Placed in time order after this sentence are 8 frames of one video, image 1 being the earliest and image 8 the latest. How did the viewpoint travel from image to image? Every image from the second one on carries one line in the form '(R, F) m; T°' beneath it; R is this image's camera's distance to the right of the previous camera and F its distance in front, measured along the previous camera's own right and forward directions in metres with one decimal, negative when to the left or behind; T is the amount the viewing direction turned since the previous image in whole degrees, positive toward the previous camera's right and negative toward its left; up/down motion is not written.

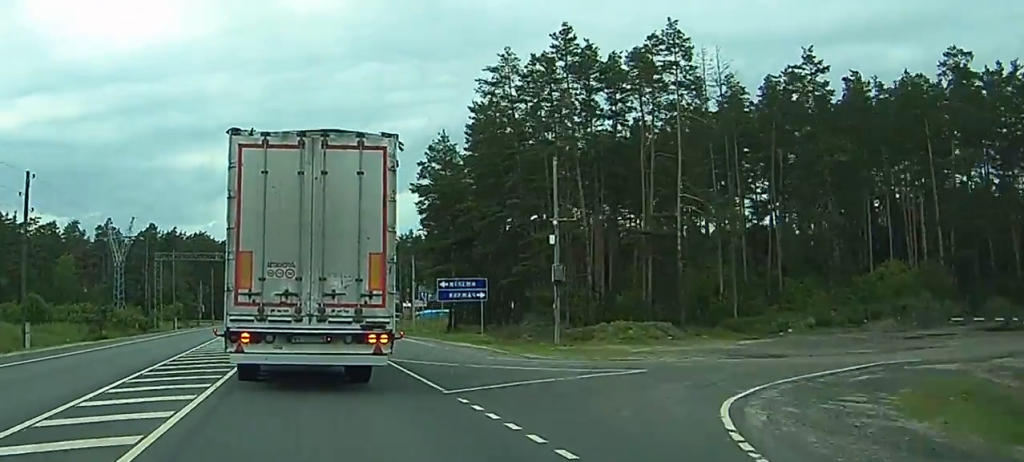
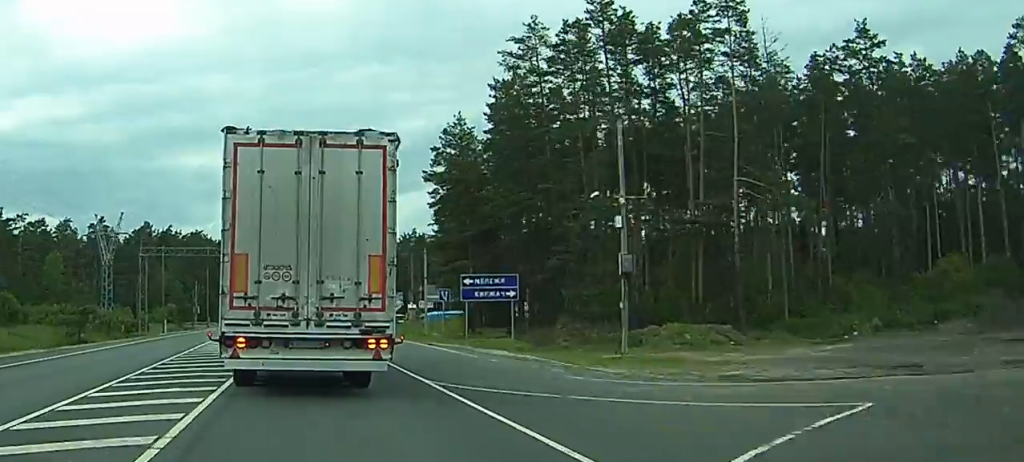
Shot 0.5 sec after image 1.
(0.0, +8.4) m; 0°
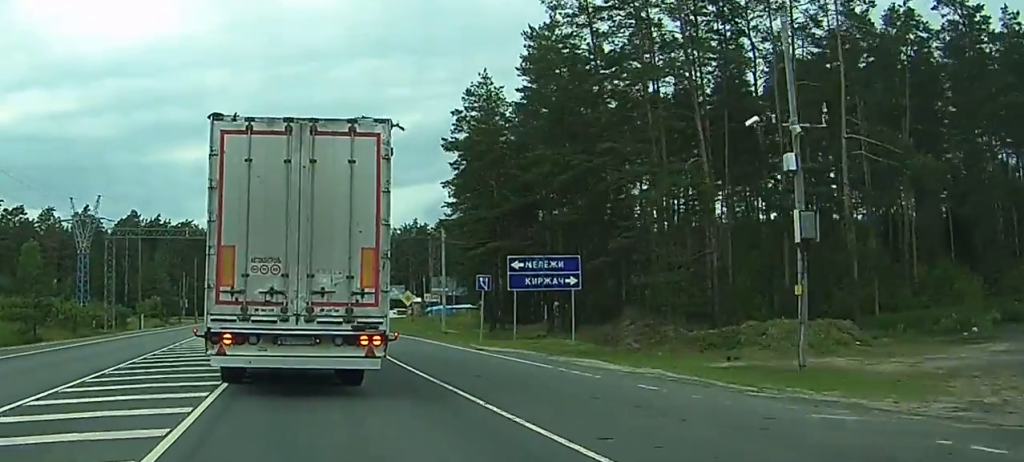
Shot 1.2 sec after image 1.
(0.0, +12.5) m; 0°
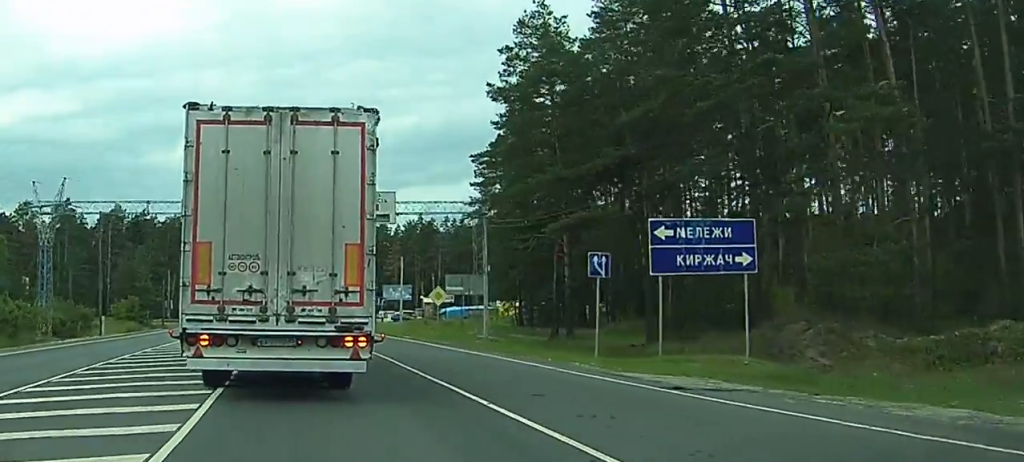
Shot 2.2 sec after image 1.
(0.0, +16.7) m; 0°
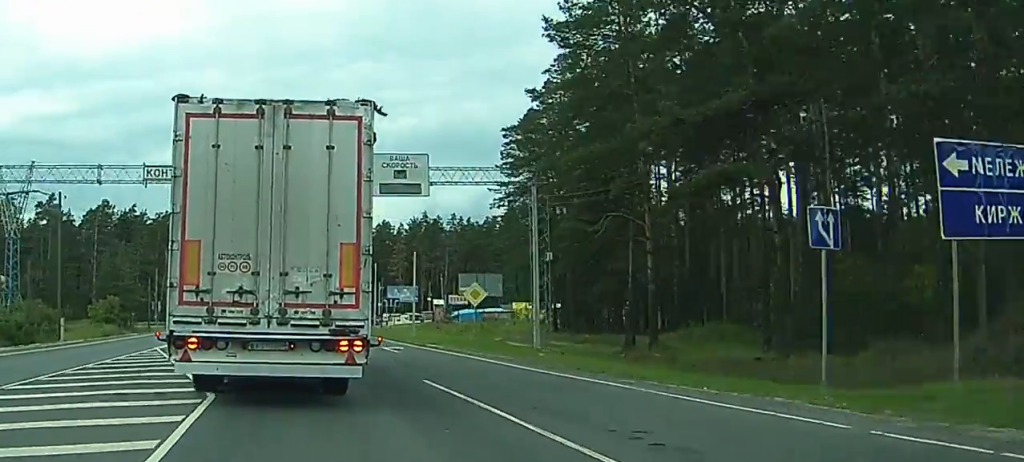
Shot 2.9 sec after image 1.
(+0.1, +12.0) m; 0°
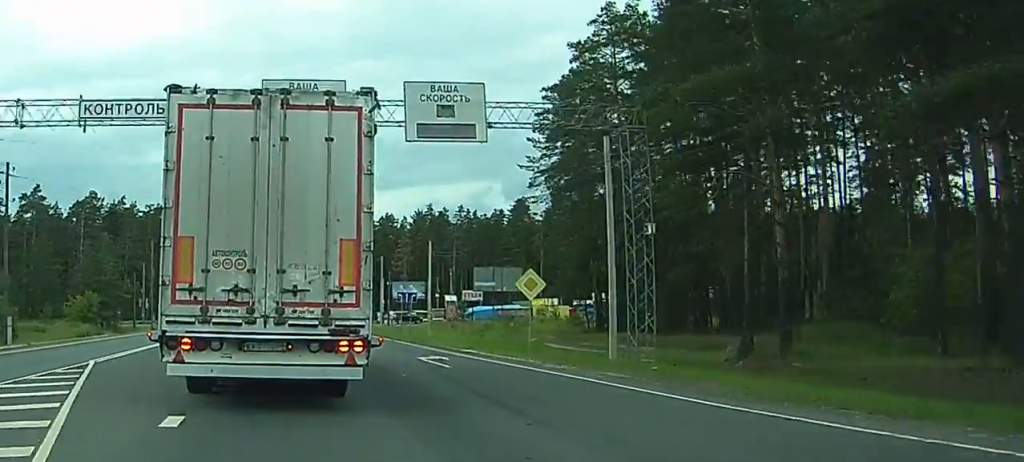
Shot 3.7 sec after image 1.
(0.0, +10.7) m; 0°
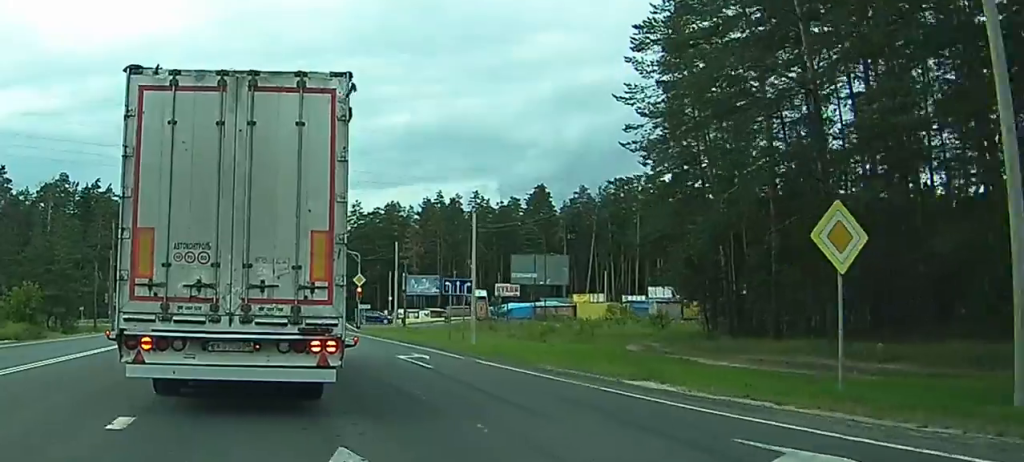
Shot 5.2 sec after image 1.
(+0.2, +21.1) m; +1°
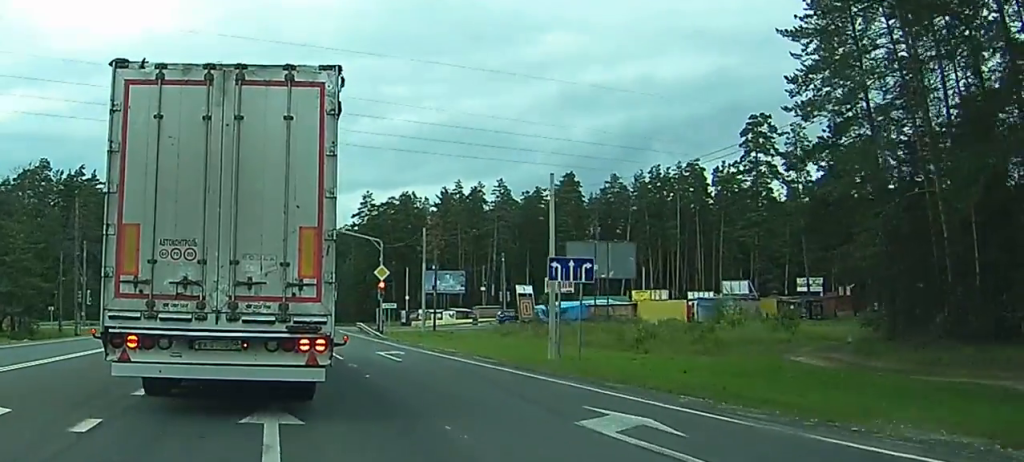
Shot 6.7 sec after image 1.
(+0.2, +17.2) m; +1°
